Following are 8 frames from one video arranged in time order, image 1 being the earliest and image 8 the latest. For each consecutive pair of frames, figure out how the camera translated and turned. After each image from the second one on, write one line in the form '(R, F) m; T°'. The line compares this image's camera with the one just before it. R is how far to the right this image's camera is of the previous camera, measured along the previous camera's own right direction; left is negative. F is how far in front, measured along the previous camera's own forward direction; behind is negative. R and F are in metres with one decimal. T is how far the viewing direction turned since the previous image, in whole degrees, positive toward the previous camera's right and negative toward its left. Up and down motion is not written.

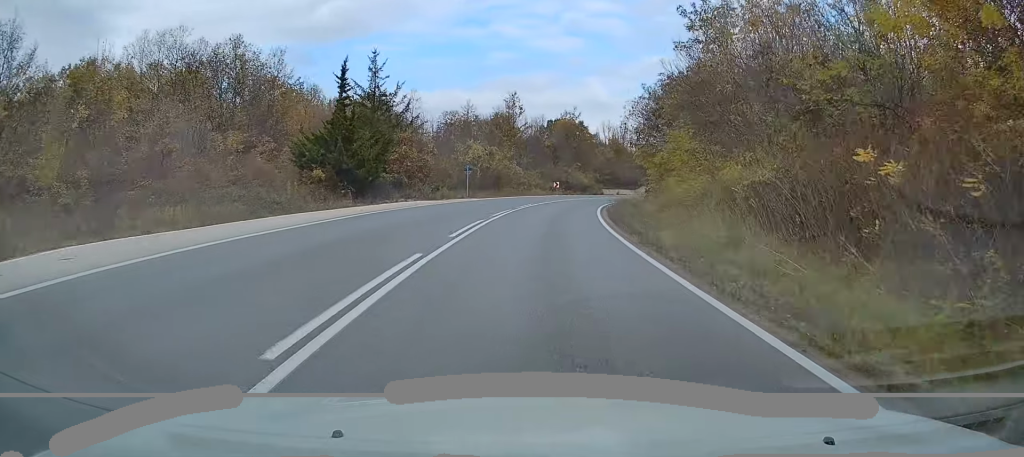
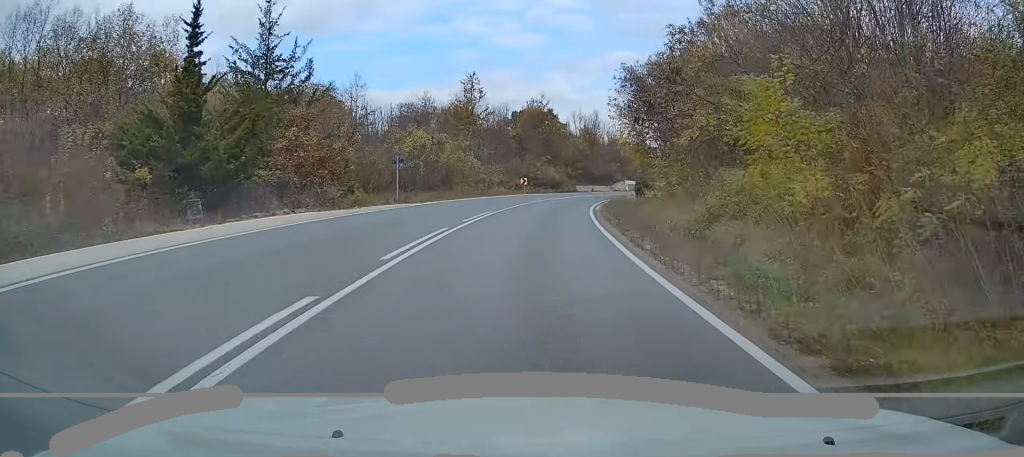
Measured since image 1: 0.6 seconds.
(+0.2, +13.4) m; +3°
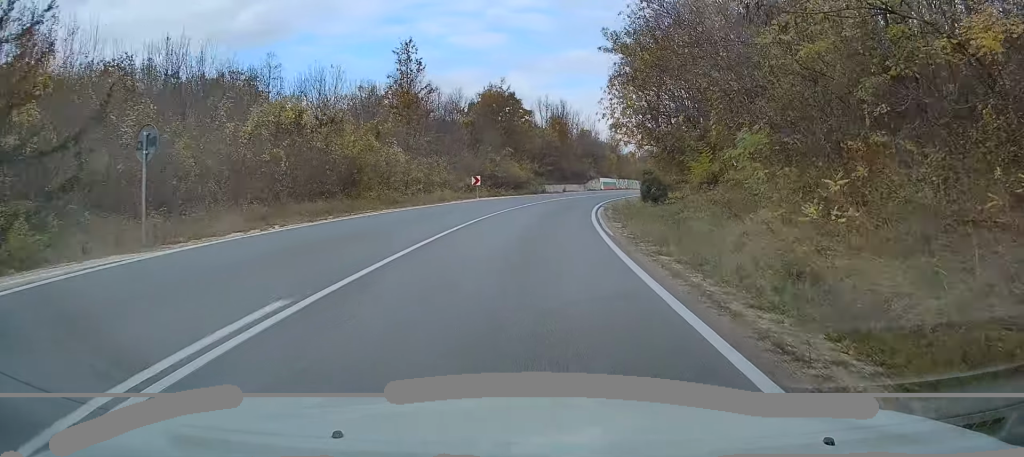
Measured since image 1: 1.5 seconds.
(+0.6, +18.3) m; +4°
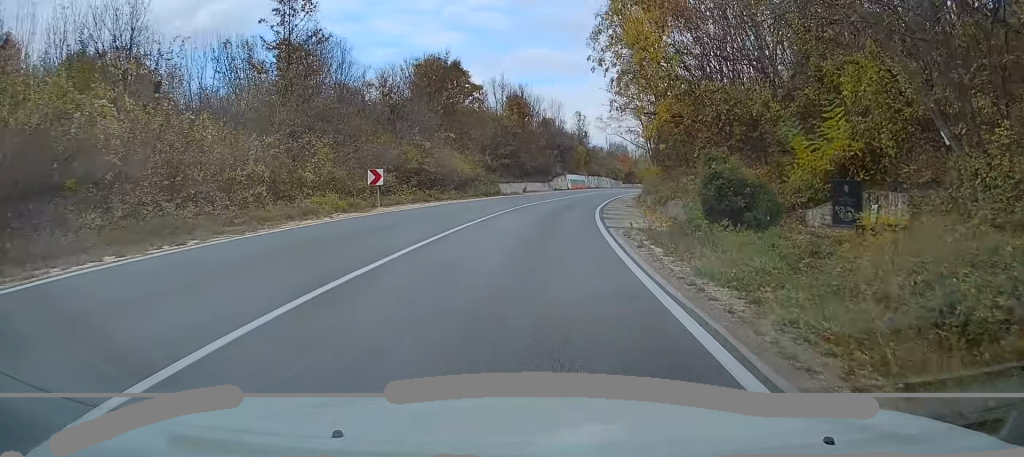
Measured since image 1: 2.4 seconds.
(+0.9, +19.6) m; +5°
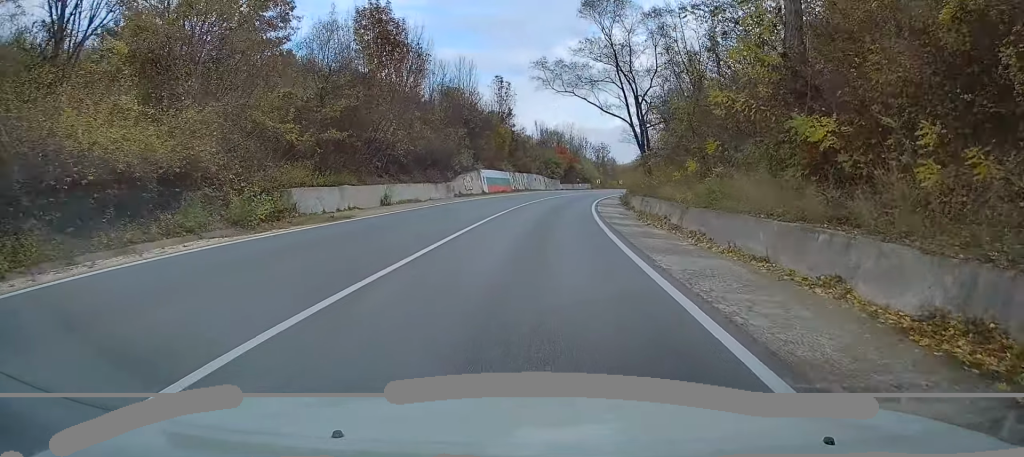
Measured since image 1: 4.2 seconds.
(+2.3, +36.3) m; +6°
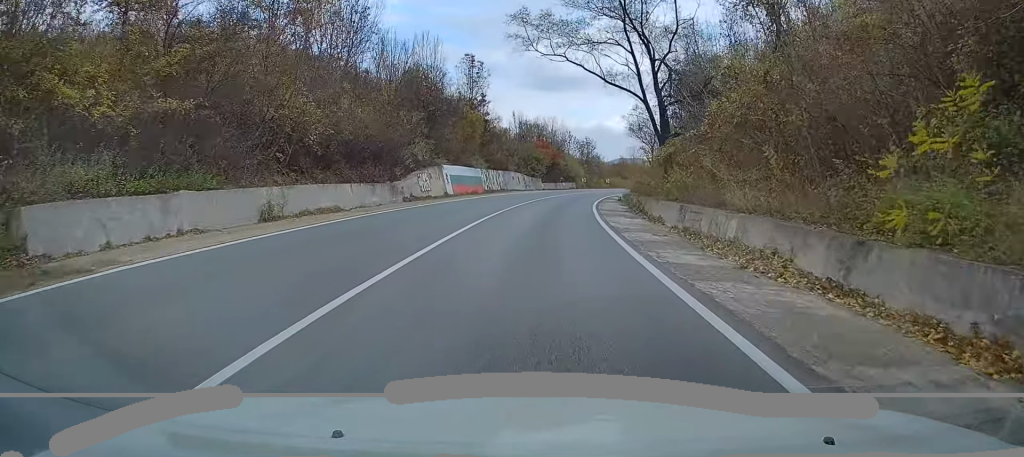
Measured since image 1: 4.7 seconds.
(+0.1, +11.8) m; +2°
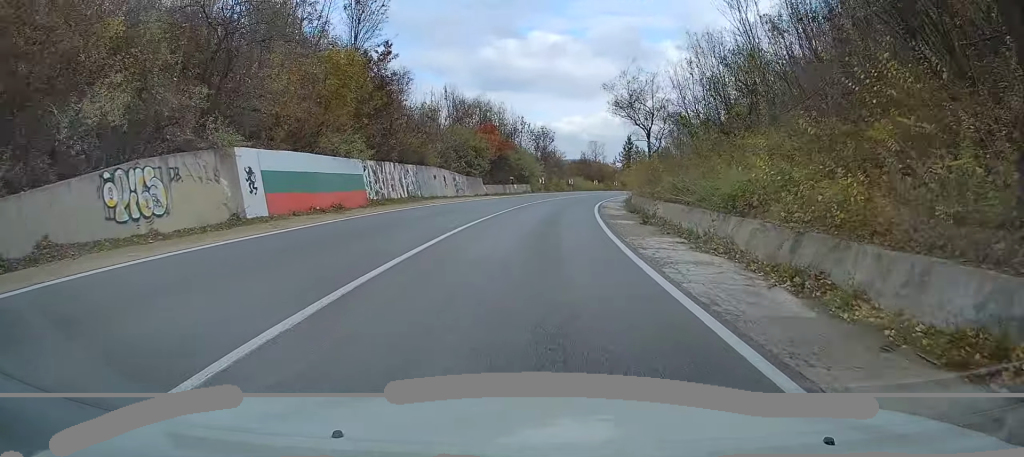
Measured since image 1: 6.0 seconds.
(+1.0, +25.3) m; +5°
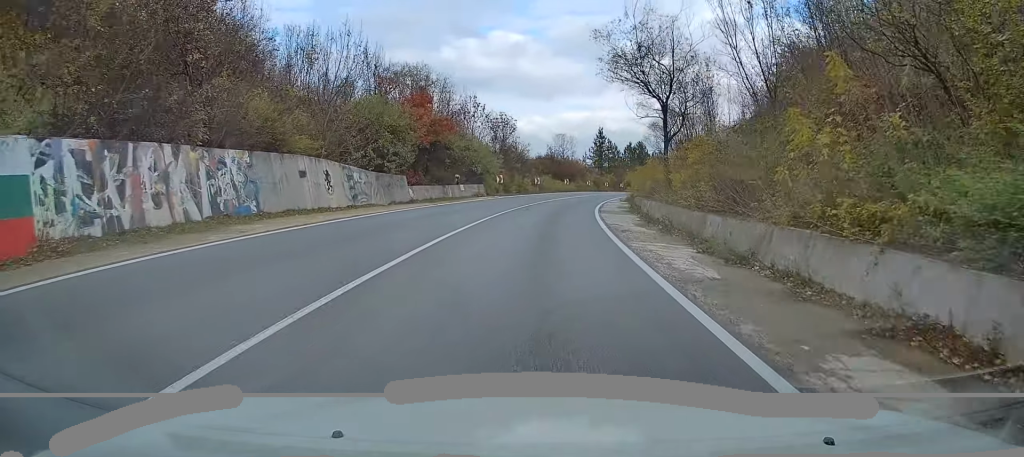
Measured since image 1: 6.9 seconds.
(+0.6, +18.3) m; +4°
